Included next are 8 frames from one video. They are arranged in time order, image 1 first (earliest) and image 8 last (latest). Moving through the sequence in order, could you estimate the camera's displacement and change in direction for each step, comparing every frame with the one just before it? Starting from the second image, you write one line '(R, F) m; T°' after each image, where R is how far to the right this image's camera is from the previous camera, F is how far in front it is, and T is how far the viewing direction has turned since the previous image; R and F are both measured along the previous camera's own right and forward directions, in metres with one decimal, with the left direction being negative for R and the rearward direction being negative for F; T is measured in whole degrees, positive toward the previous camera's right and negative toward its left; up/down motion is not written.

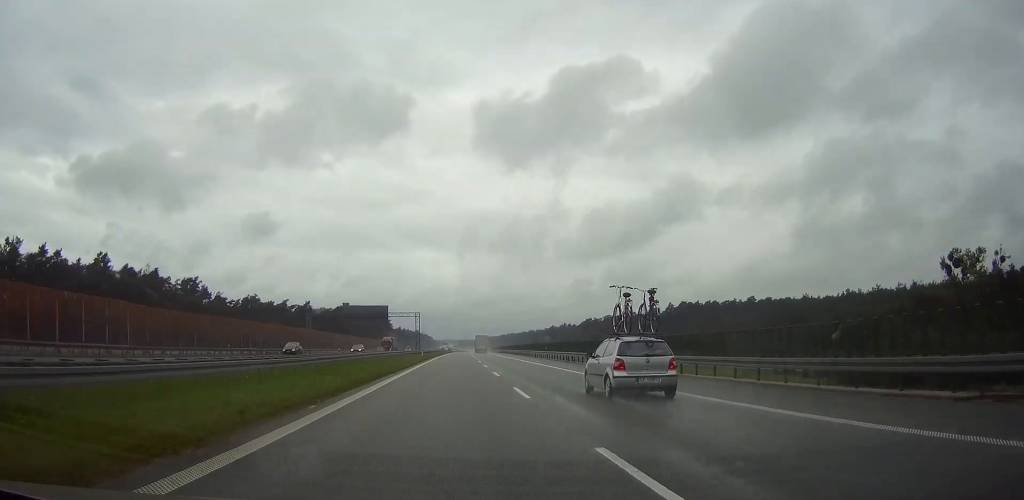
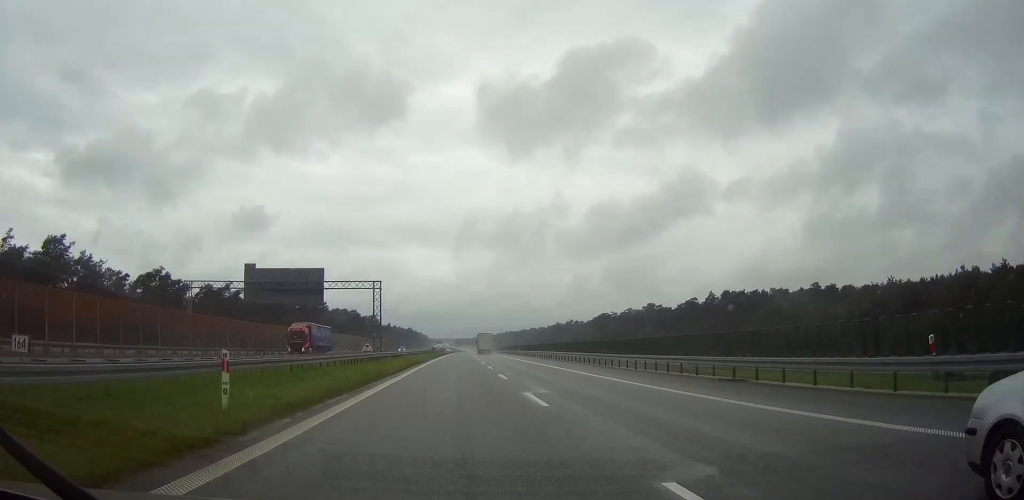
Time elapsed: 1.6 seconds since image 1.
(-0.1, +62.6) m; 0°
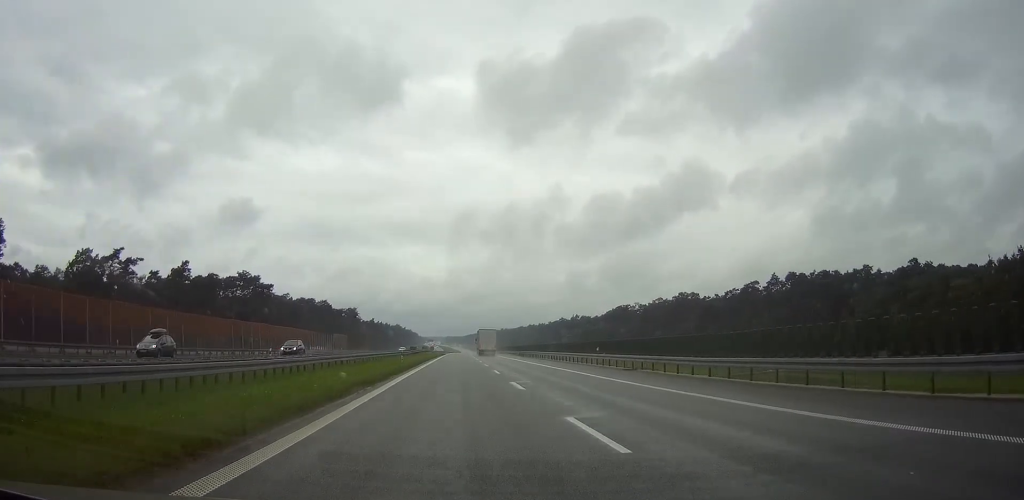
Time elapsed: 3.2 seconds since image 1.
(+0.1, +68.1) m; 0°
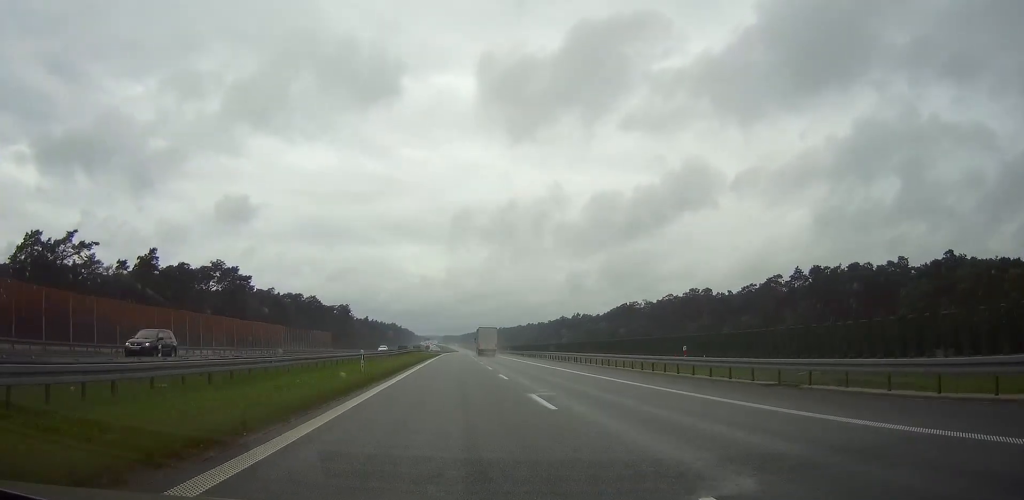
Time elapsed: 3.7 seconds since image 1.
(0.0, +19.3) m; 0°
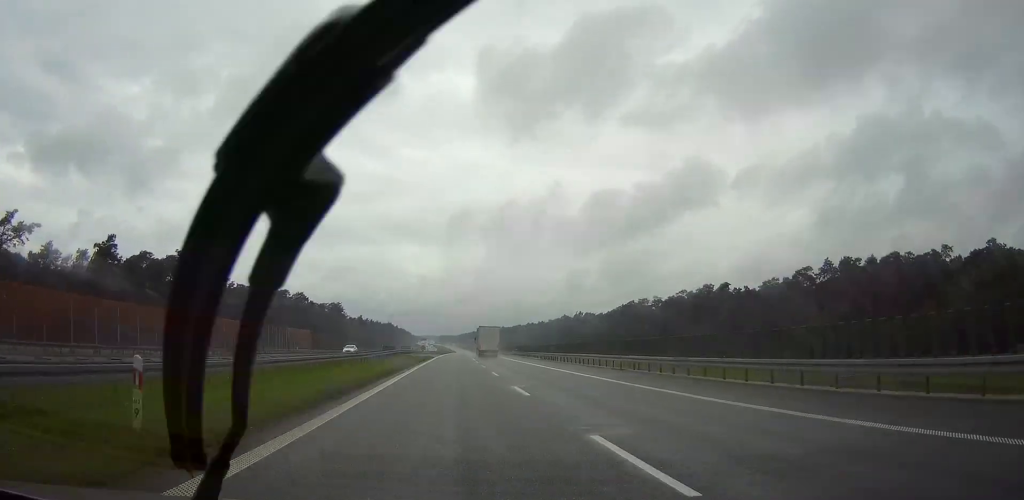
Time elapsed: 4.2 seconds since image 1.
(0.0, +20.6) m; 0°
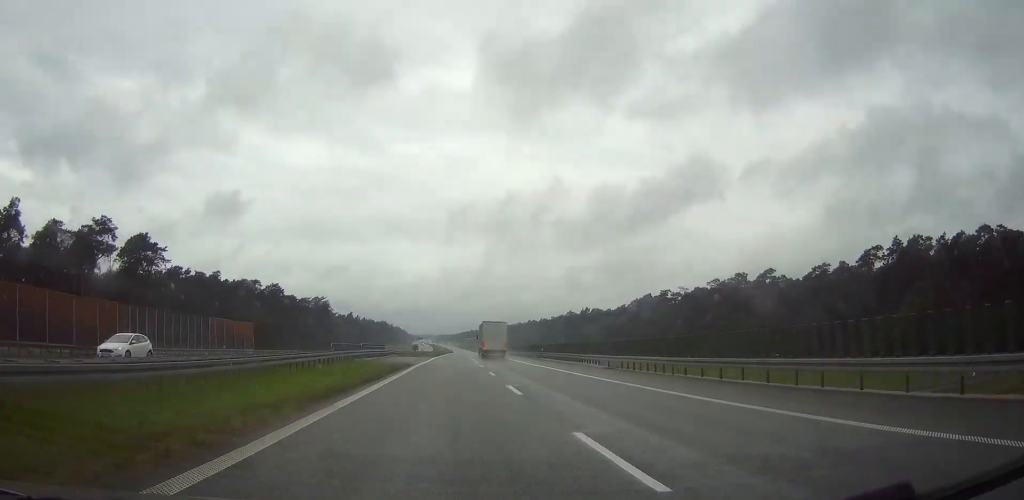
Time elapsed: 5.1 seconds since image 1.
(0.0, +37.1) m; 0°
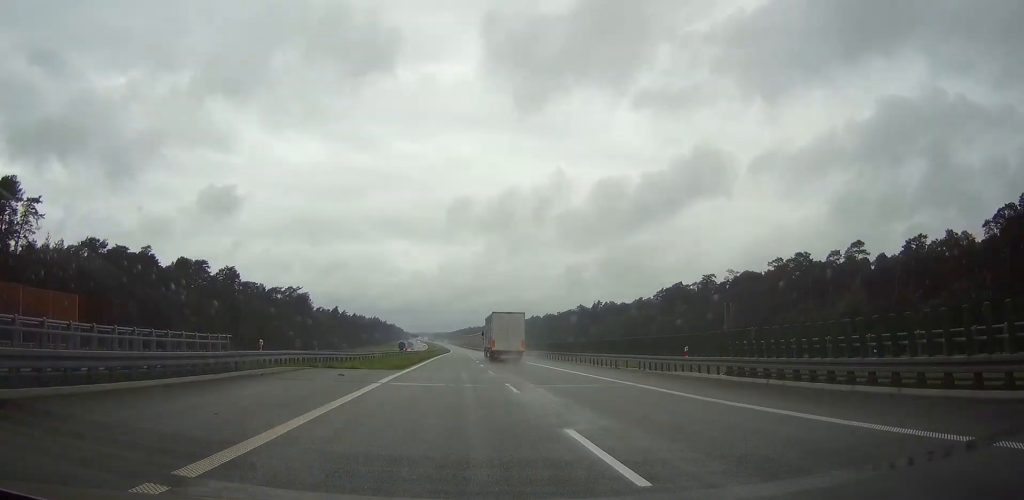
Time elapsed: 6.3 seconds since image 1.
(0.0, +49.2) m; 0°
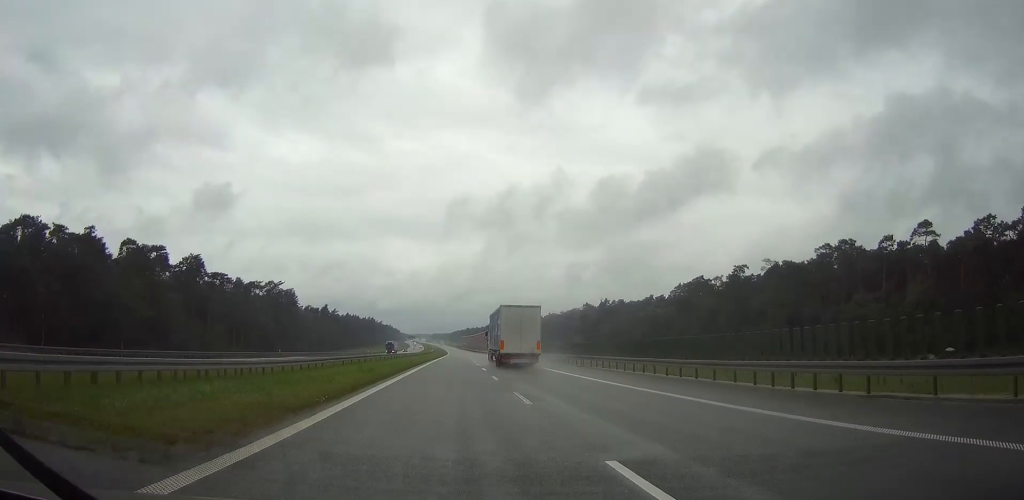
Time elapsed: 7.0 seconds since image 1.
(0.0, +27.0) m; 0°
